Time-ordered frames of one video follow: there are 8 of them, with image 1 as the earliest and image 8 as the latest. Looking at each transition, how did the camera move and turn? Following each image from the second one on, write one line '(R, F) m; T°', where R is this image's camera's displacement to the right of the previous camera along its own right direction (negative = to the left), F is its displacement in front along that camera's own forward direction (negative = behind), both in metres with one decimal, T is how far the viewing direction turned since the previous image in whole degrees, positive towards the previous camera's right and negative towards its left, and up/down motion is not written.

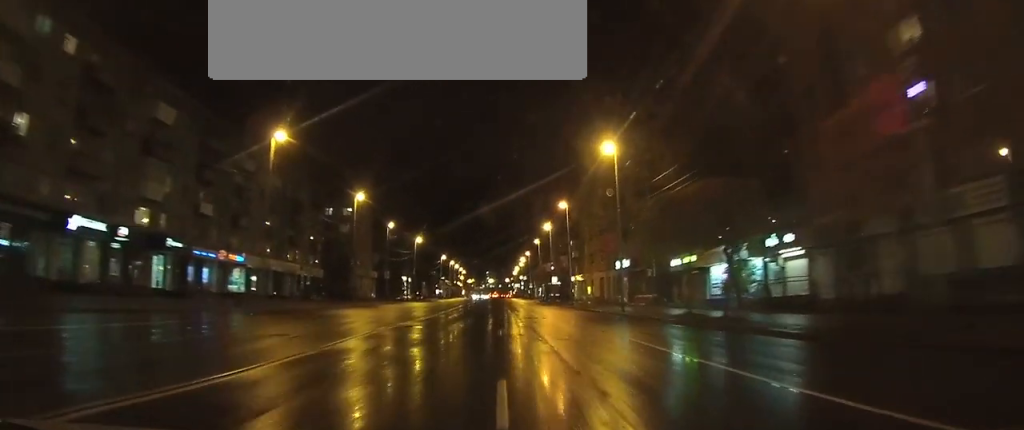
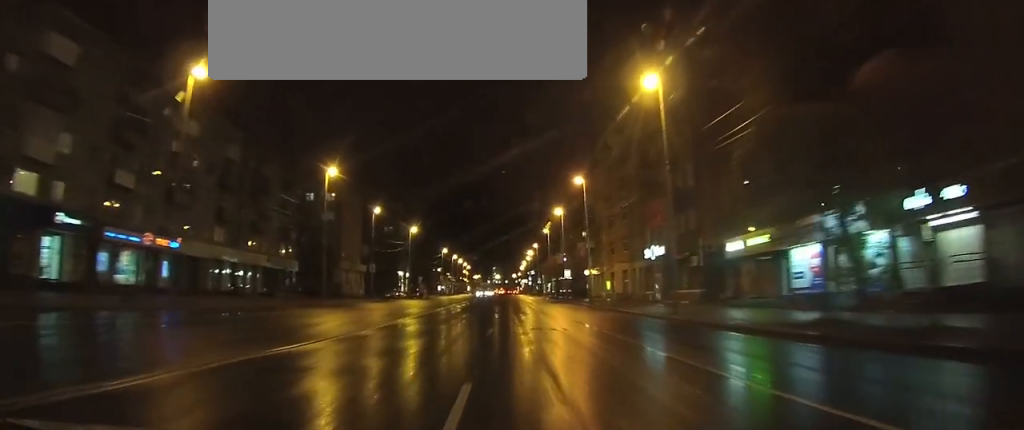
(0.0, +12.8) m; 0°
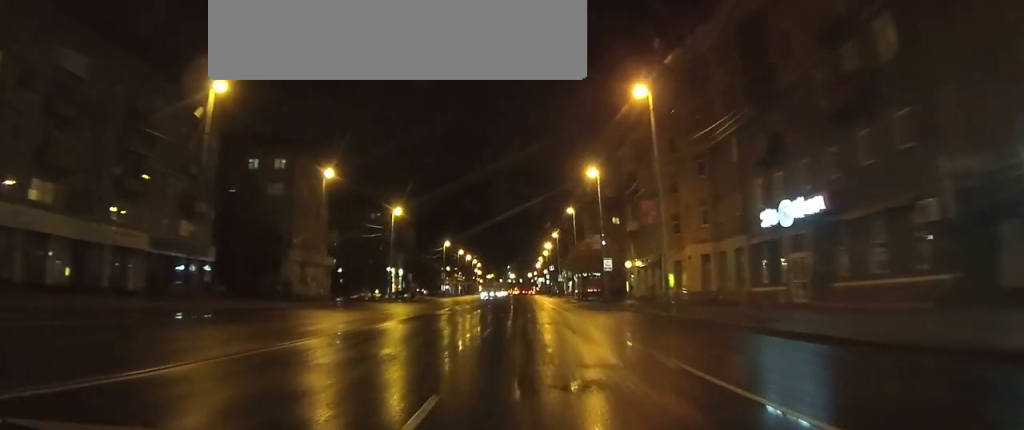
(-0.3, +24.9) m; -1°
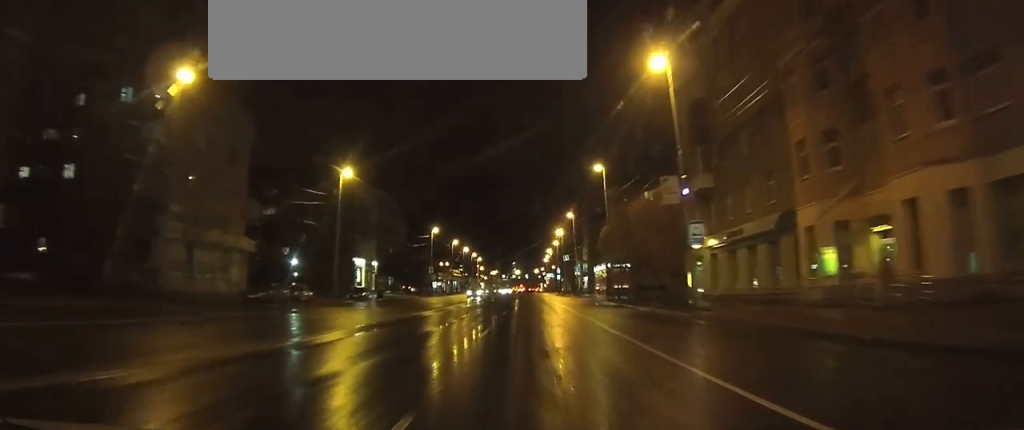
(-0.1, +25.1) m; -1°
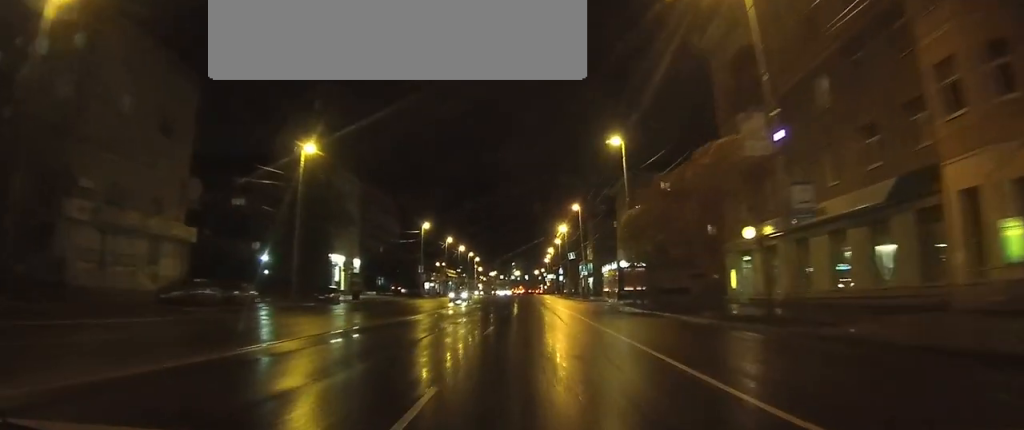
(-0.1, +10.1) m; 0°
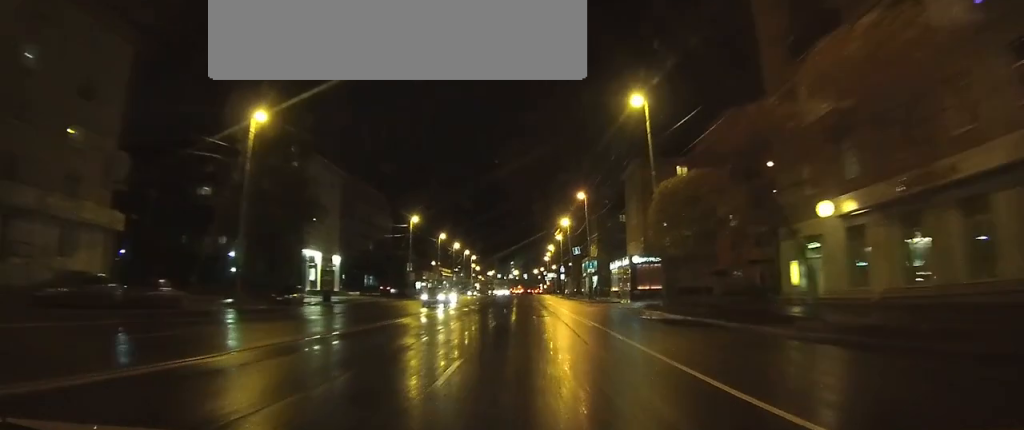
(0.0, +8.9) m; 0°
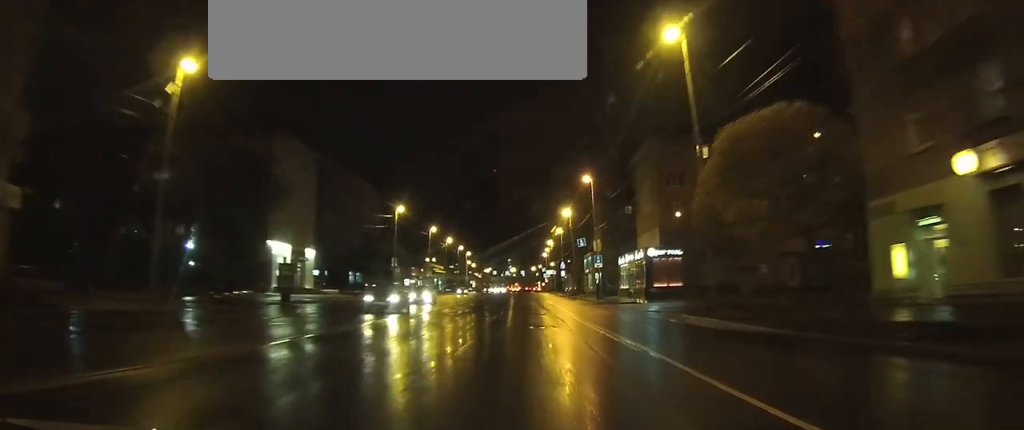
(0.0, +8.8) m; 0°
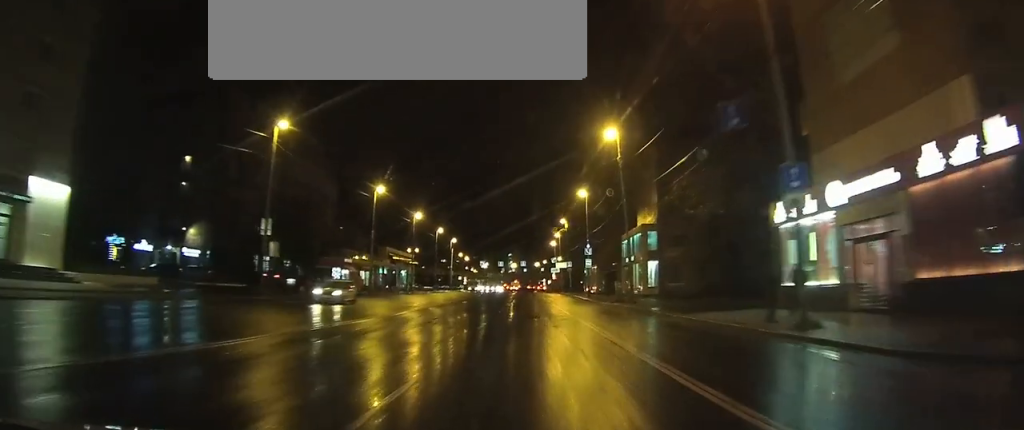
(+0.2, +41.7) m; 0°
